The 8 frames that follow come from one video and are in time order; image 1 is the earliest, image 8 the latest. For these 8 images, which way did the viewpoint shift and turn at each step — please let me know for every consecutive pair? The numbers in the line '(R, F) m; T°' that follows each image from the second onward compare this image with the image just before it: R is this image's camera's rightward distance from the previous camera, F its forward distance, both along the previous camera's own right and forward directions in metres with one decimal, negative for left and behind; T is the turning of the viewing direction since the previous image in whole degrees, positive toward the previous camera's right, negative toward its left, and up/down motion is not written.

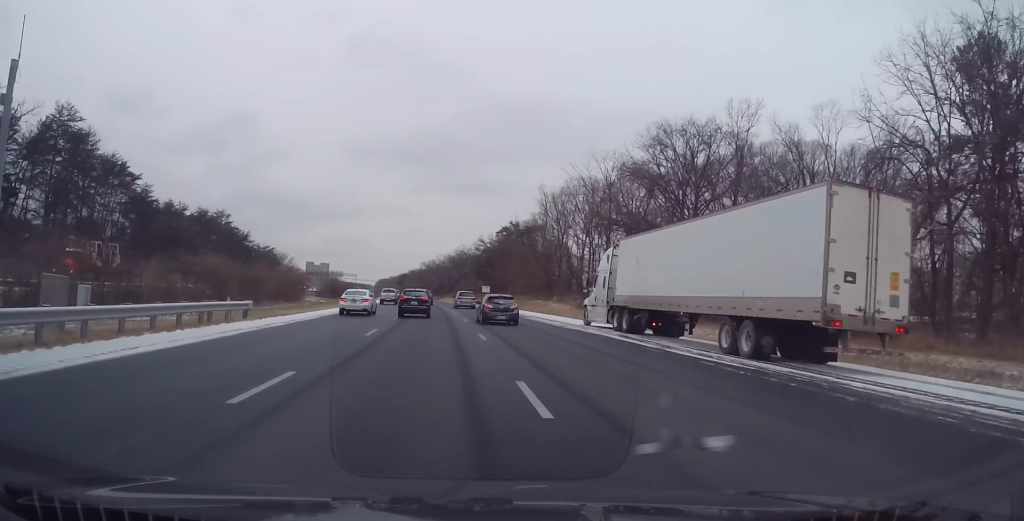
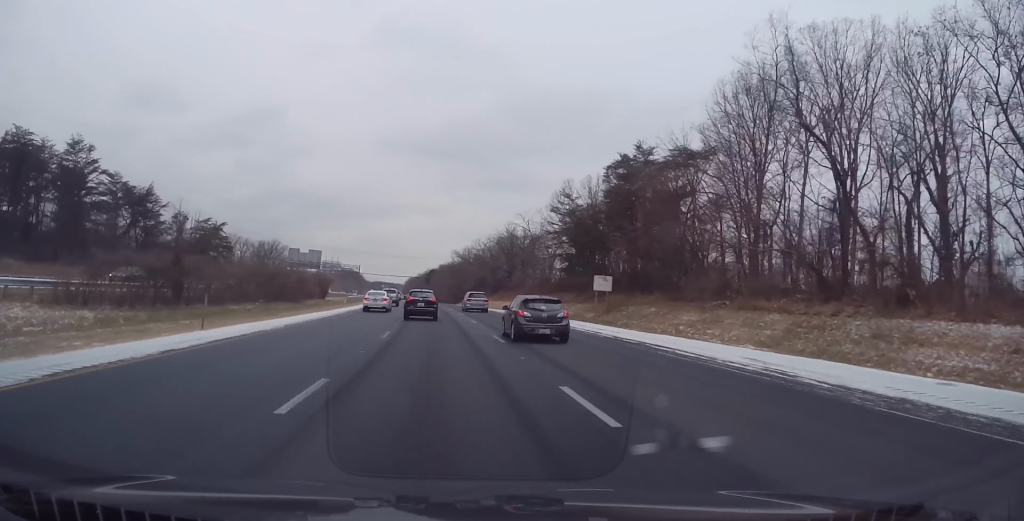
(-2.2, +74.2) m; -3°
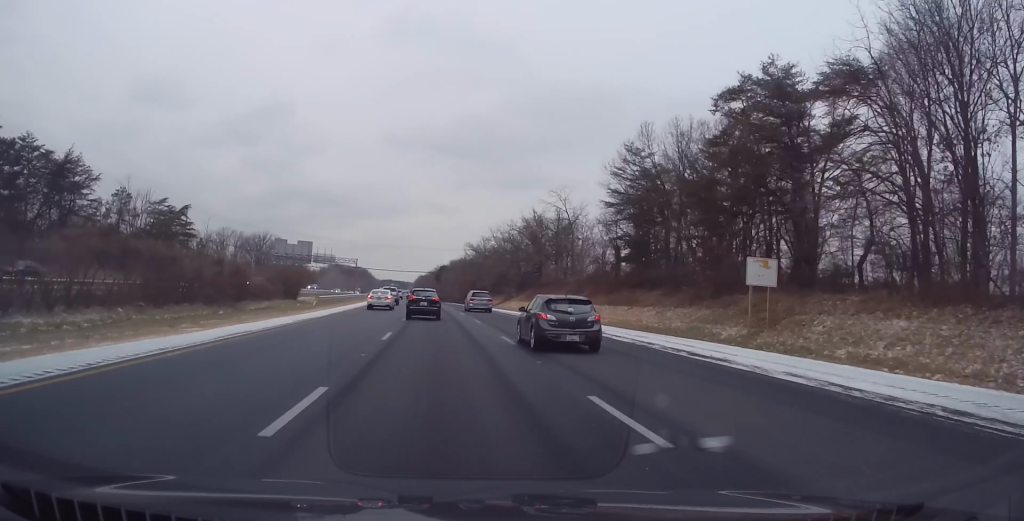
(-0.1, +24.8) m; -1°
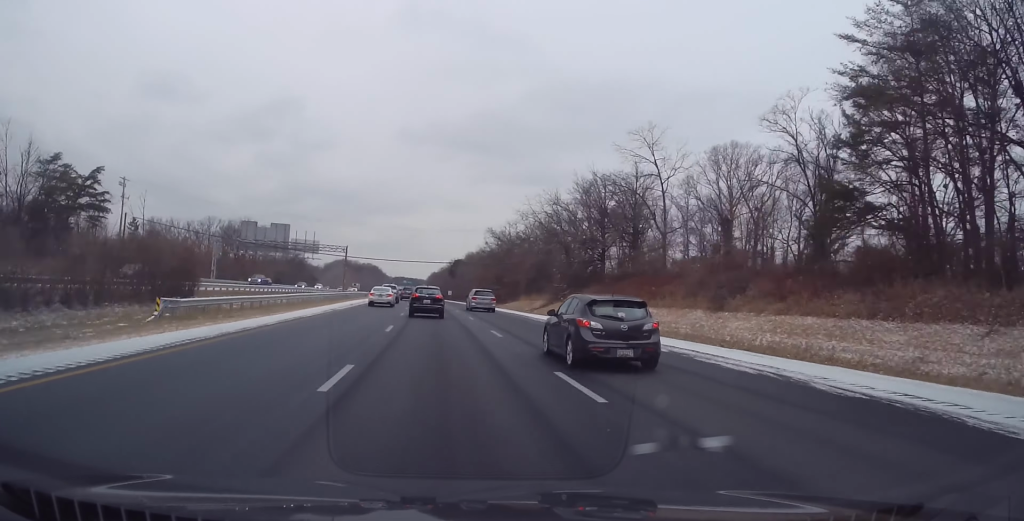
(-0.3, +34.1) m; -1°
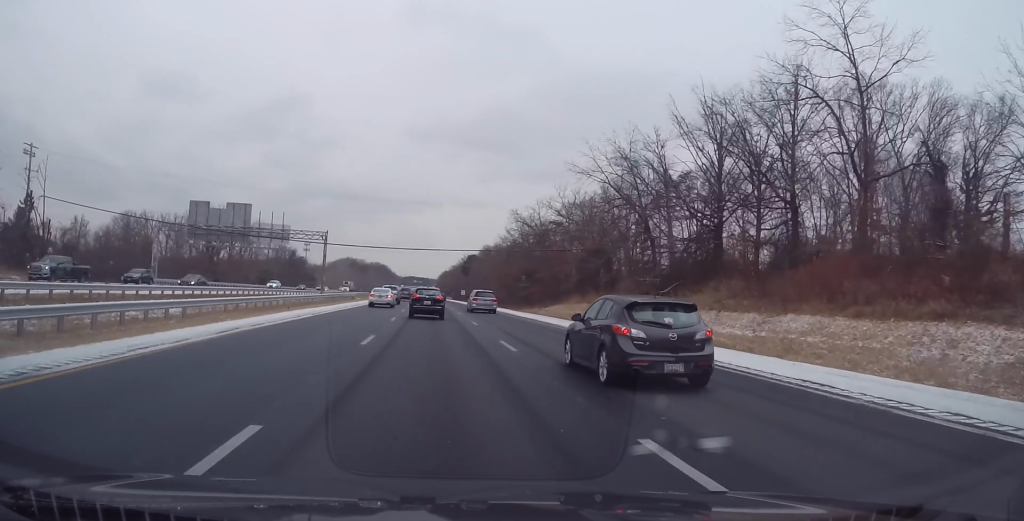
(-0.3, +30.0) m; -1°
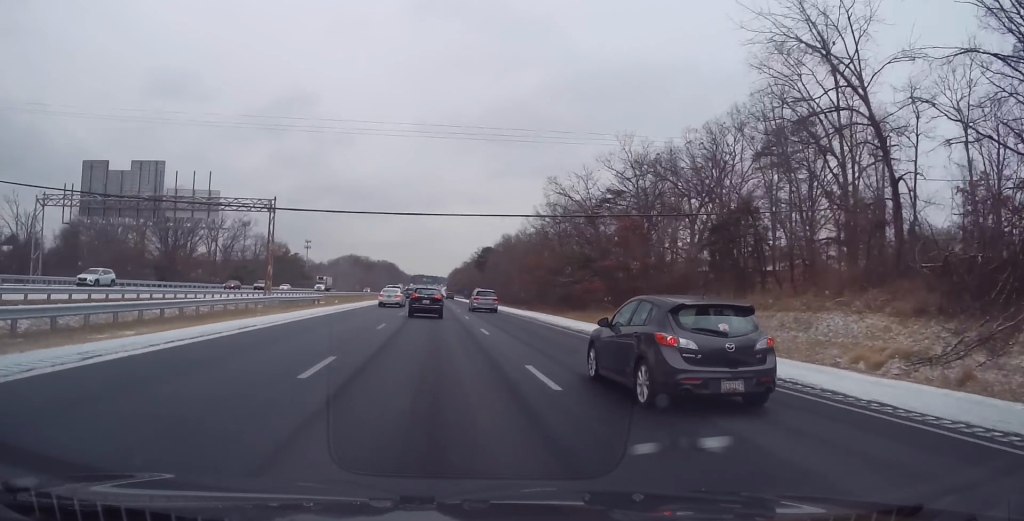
(-0.1, +30.6) m; -1°
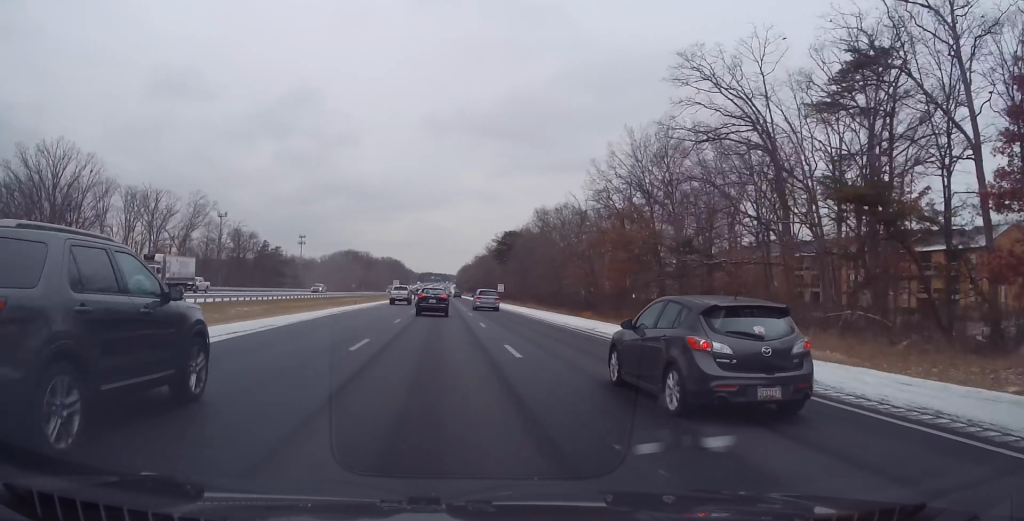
(-0.3, +46.2) m; 0°
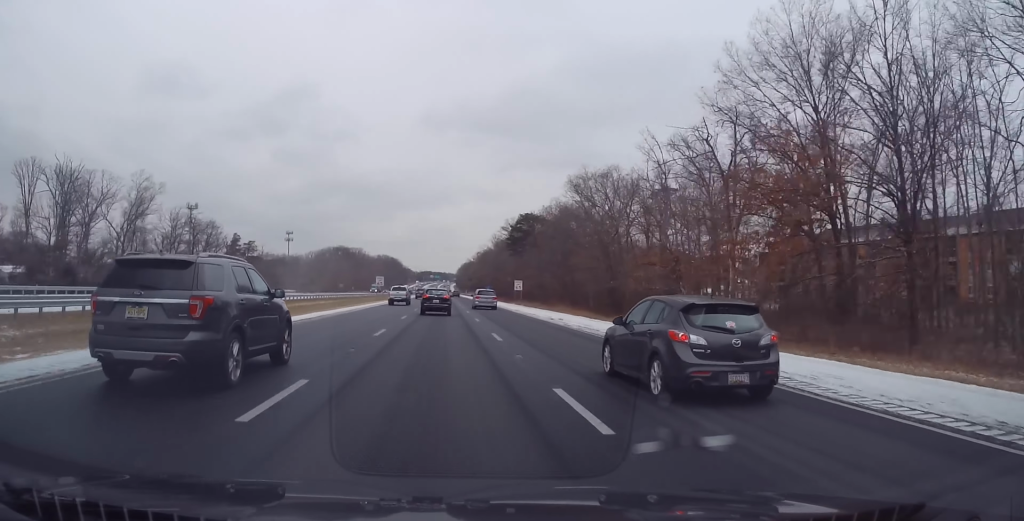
(+0.2, +32.9) m; 0°
